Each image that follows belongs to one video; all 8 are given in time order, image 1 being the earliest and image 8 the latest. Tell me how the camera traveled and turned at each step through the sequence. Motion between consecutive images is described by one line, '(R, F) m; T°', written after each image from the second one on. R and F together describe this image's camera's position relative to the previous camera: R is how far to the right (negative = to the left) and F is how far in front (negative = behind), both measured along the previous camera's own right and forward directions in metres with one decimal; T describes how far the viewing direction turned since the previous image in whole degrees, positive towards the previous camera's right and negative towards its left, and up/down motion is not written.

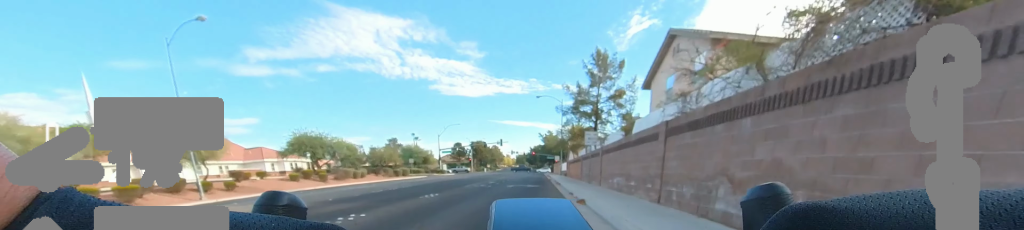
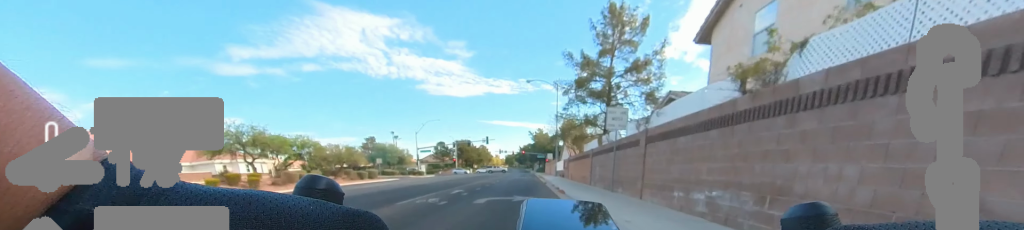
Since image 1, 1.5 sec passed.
(0.0, +7.0) m; 0°
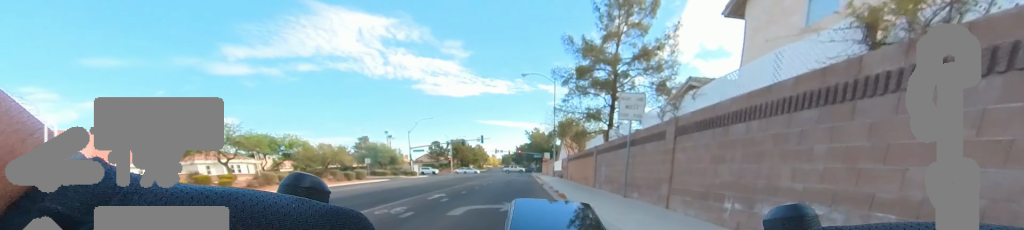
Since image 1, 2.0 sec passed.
(0.0, +2.2) m; 0°
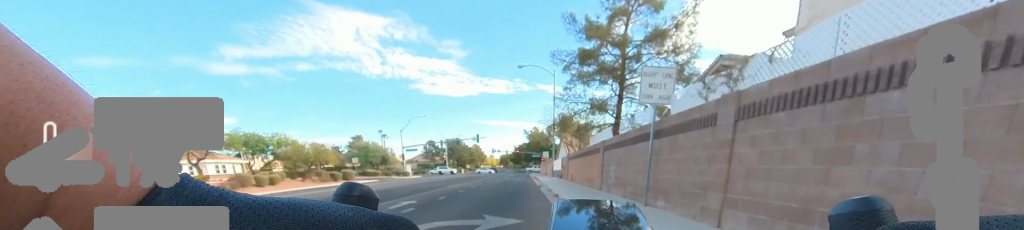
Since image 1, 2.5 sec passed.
(0.0, +2.3) m; 0°
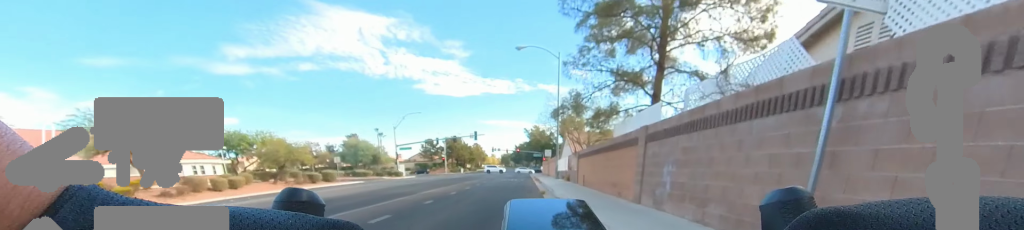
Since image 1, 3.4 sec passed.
(0.0, +4.3) m; 0°
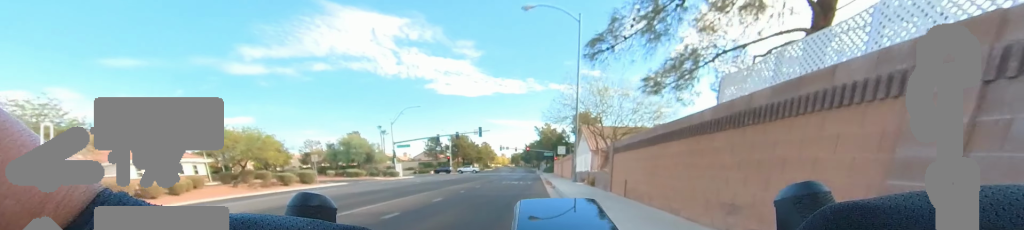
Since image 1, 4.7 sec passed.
(0.0, +5.9) m; 0°
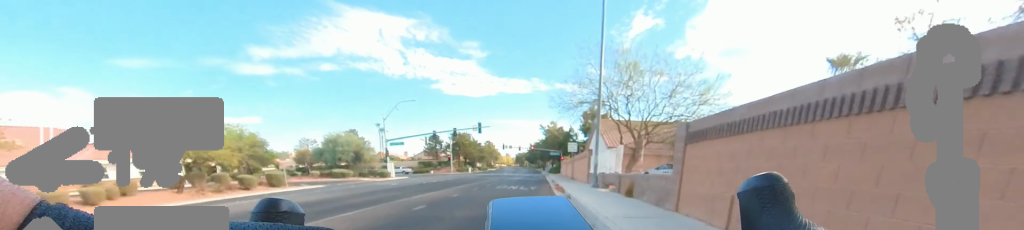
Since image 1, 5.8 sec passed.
(0.0, +5.3) m; 0°
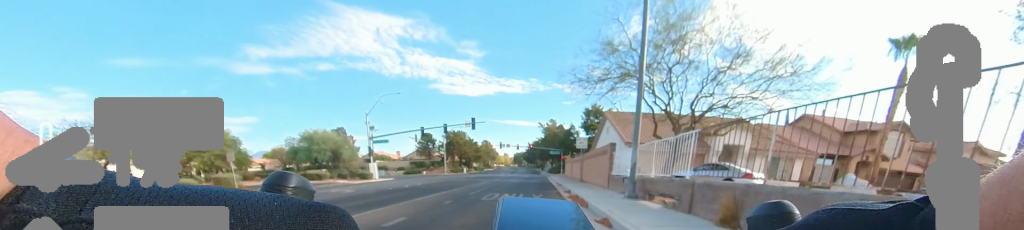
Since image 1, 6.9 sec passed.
(0.0, +5.1) m; 0°
